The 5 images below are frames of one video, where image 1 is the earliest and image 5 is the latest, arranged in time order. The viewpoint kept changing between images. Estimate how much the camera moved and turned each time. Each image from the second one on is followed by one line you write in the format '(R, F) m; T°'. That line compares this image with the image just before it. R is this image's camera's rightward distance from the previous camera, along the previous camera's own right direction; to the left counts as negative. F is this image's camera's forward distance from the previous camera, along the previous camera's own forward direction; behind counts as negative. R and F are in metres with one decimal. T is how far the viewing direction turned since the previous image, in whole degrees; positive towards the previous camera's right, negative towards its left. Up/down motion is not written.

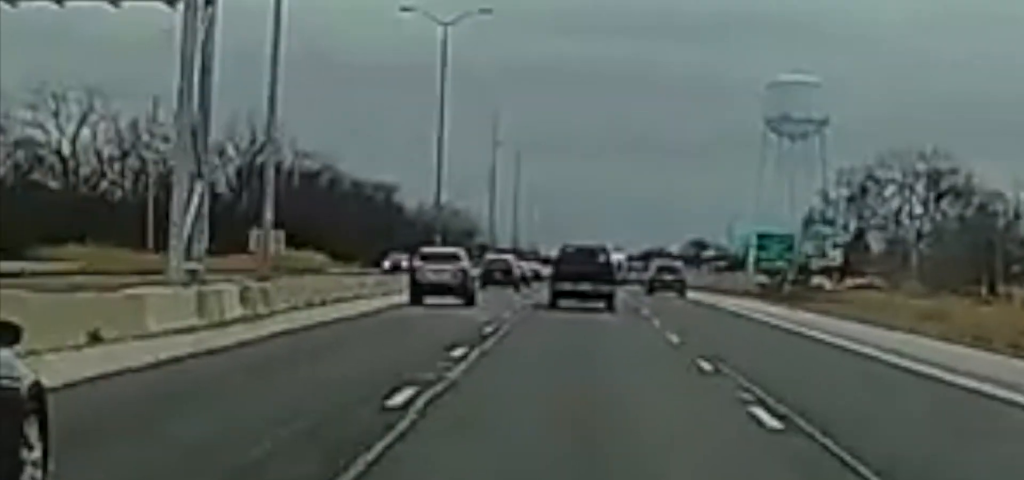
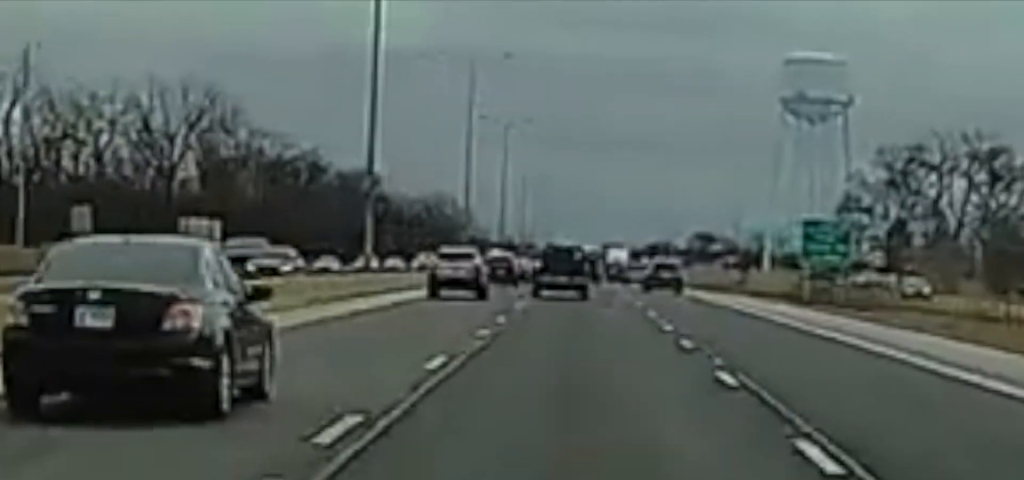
(0.0, +41.5) m; 0°
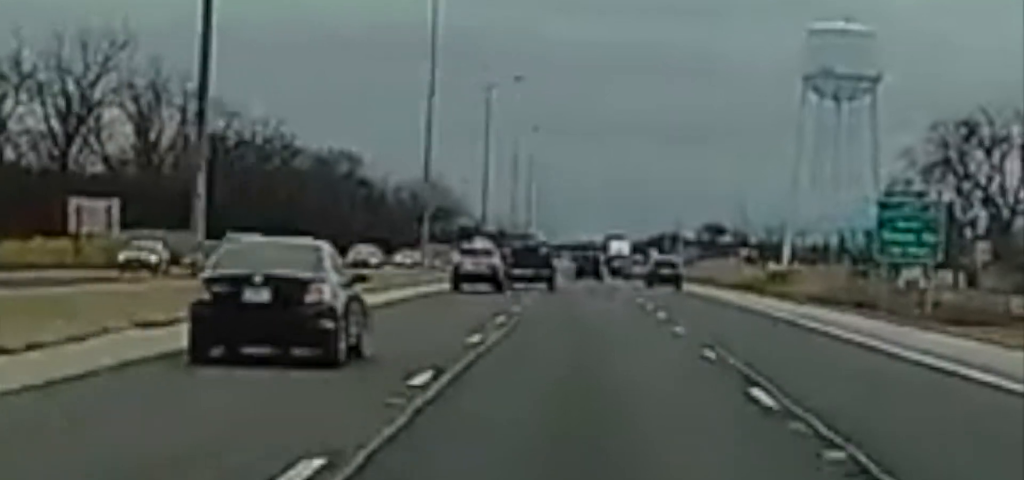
(0.0, +40.6) m; 0°
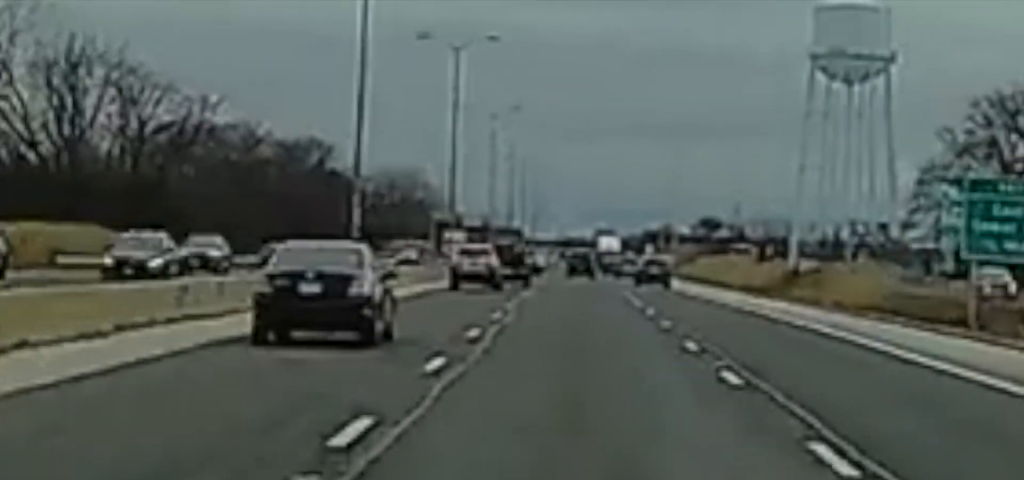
(0.0, +32.1) m; 0°
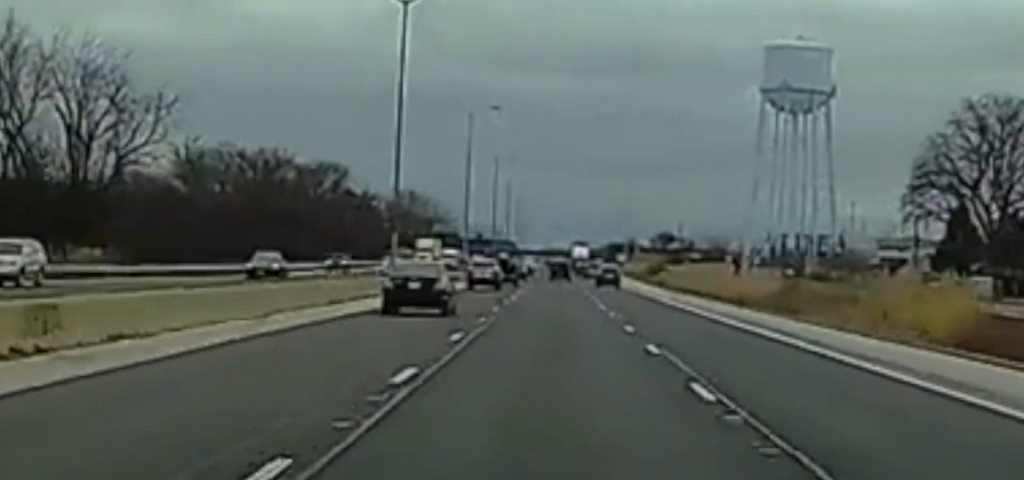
(0.0, +69.1) m; 0°
